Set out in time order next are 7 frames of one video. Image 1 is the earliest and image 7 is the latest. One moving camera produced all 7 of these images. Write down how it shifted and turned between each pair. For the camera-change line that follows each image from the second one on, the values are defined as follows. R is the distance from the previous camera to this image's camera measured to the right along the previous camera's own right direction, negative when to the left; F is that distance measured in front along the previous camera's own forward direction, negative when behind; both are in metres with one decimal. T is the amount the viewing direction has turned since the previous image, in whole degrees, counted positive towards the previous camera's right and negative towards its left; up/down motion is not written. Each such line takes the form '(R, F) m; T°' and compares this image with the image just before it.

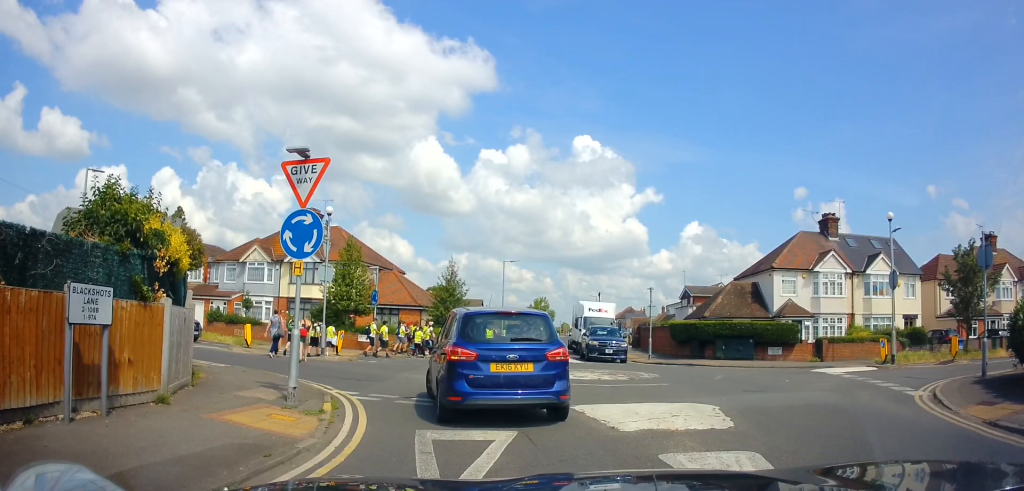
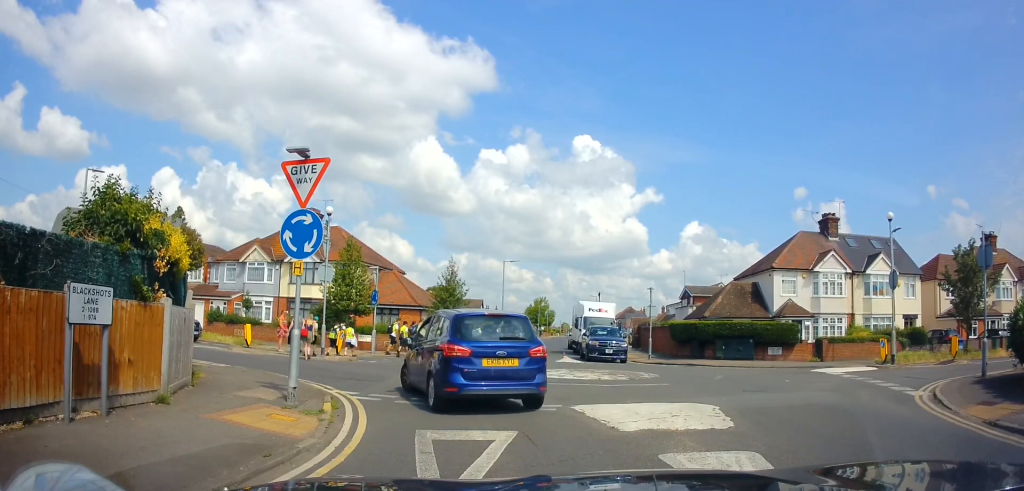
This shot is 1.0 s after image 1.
(0.0, 0.0) m; 0°
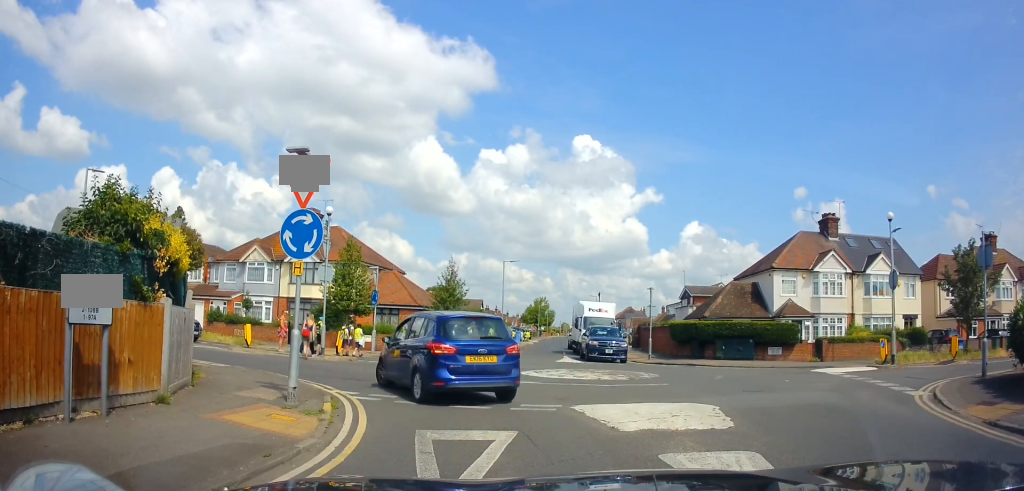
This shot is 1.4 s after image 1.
(0.0, 0.0) m; 0°
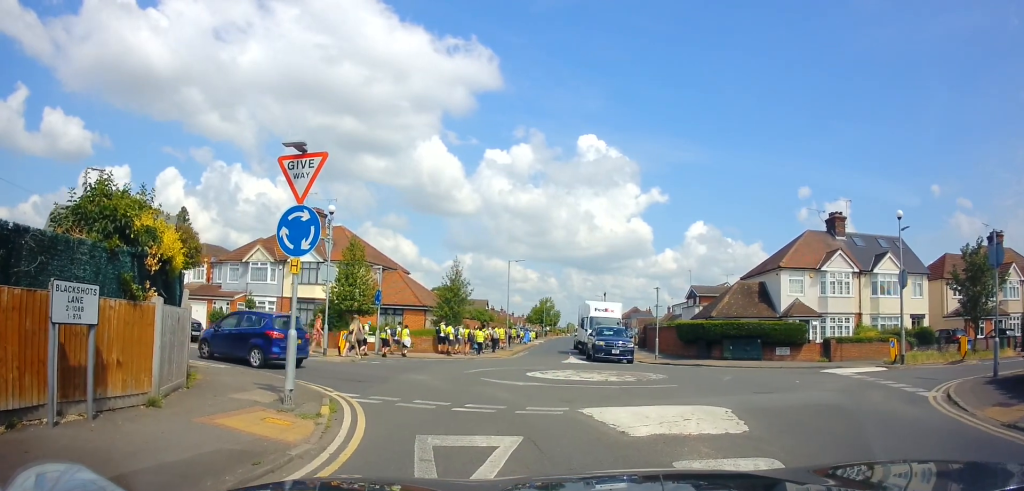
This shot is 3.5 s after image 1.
(+0.1, +0.2) m; 0°
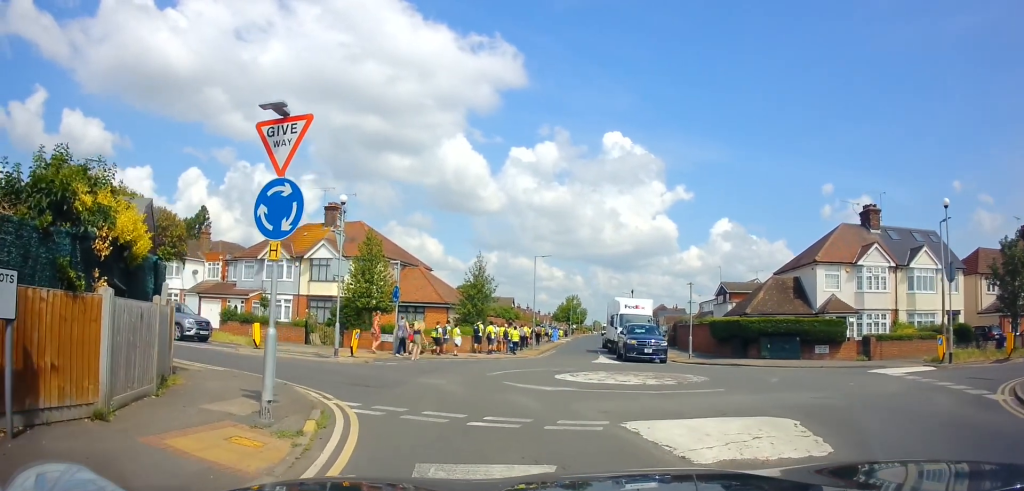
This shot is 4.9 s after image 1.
(0.0, +1.2) m; -5°
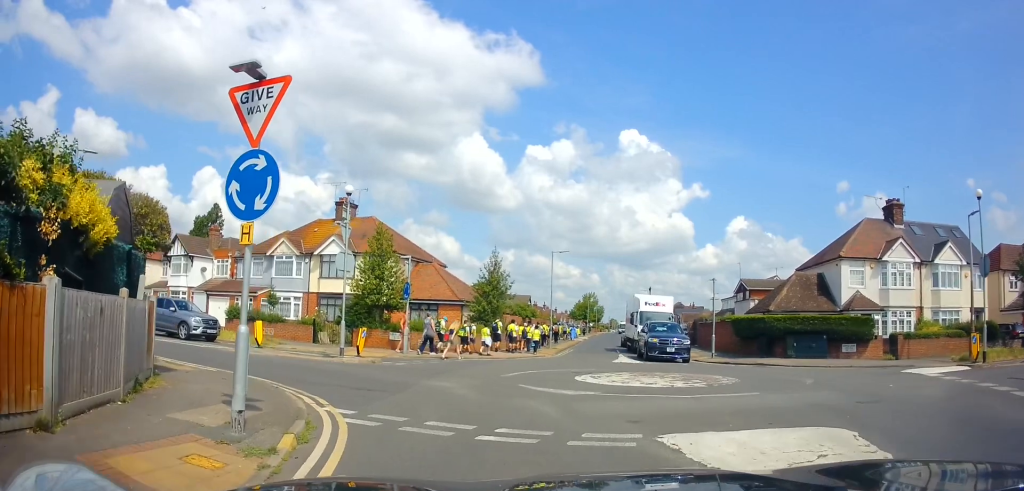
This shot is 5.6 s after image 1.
(-0.1, +0.8) m; -6°
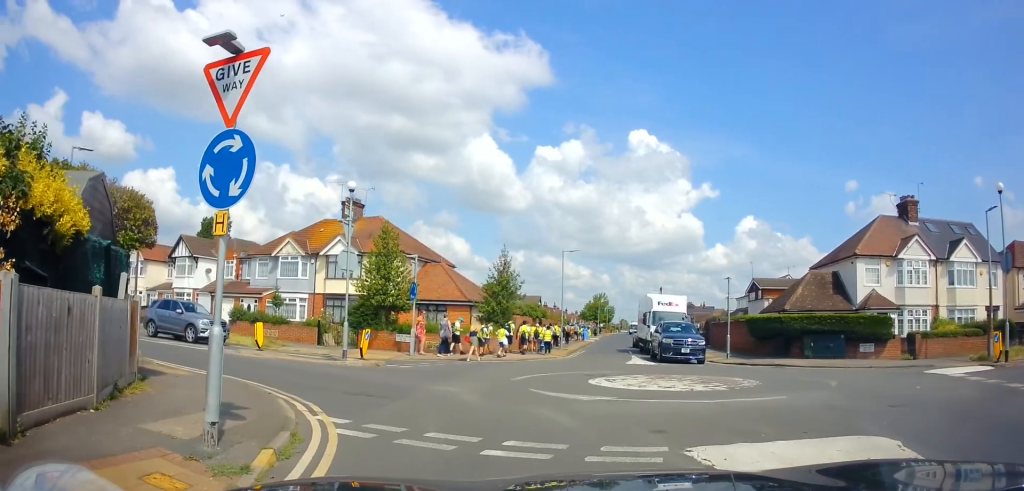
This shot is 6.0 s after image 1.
(0.0, +0.6) m; 0°
